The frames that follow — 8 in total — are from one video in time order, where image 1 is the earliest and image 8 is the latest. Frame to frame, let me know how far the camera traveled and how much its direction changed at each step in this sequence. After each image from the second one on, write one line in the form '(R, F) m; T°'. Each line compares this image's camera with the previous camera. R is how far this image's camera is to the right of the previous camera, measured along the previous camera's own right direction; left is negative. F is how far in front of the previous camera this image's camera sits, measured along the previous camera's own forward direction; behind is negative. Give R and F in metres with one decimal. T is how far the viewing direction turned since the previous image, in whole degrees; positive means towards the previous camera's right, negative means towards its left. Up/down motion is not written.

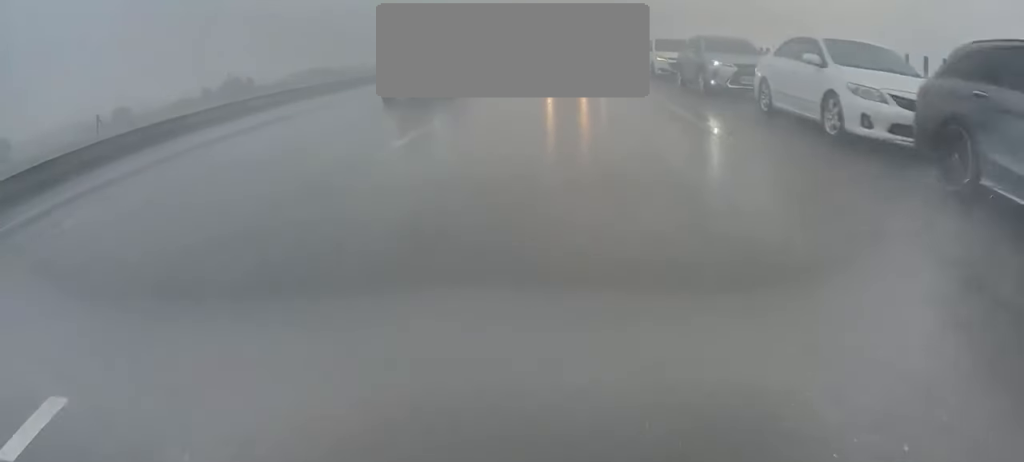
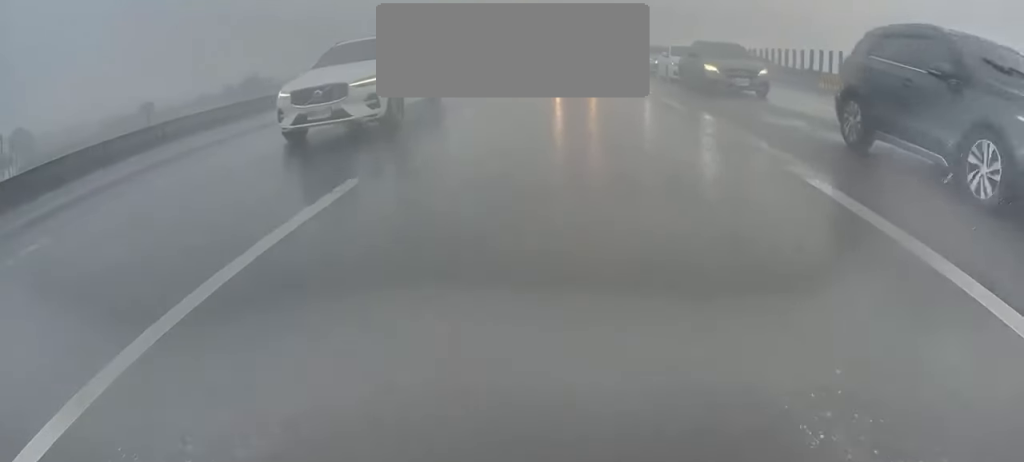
(0.0, +14.8) m; 0°
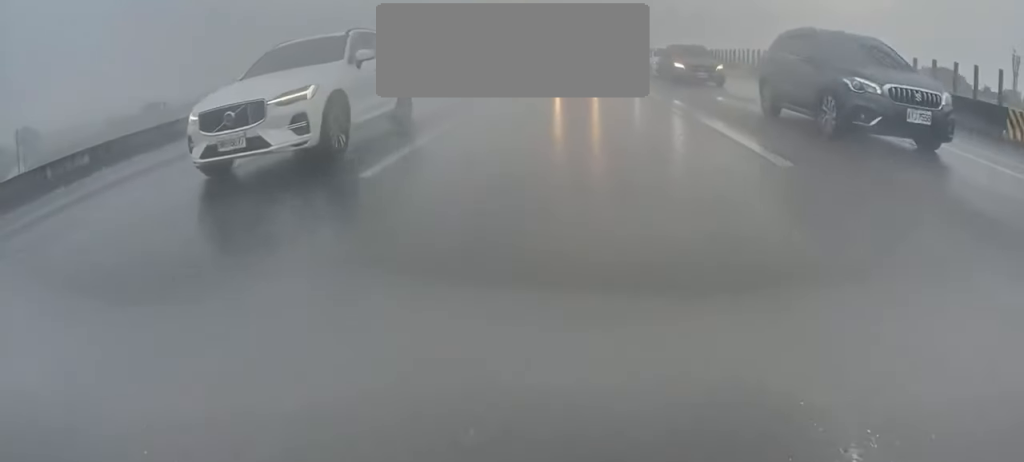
(0.0, +5.6) m; 0°
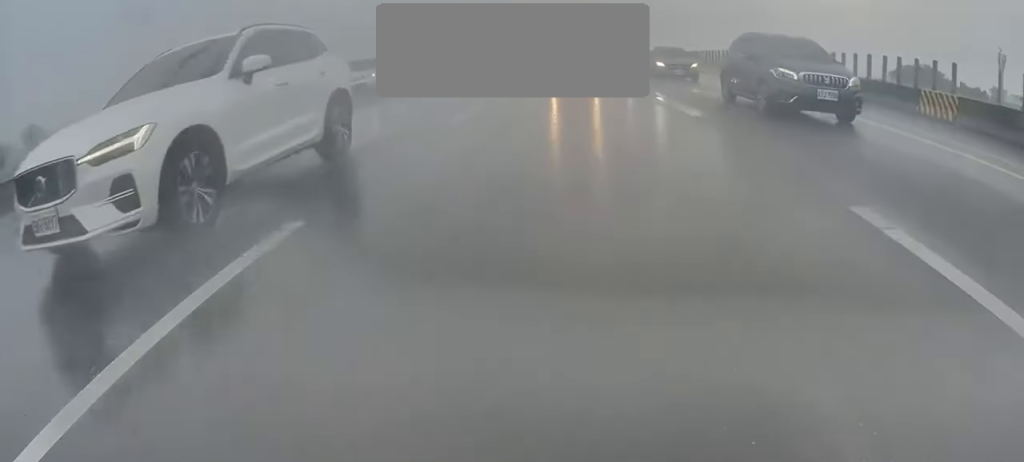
(0.0, +5.8) m; 0°
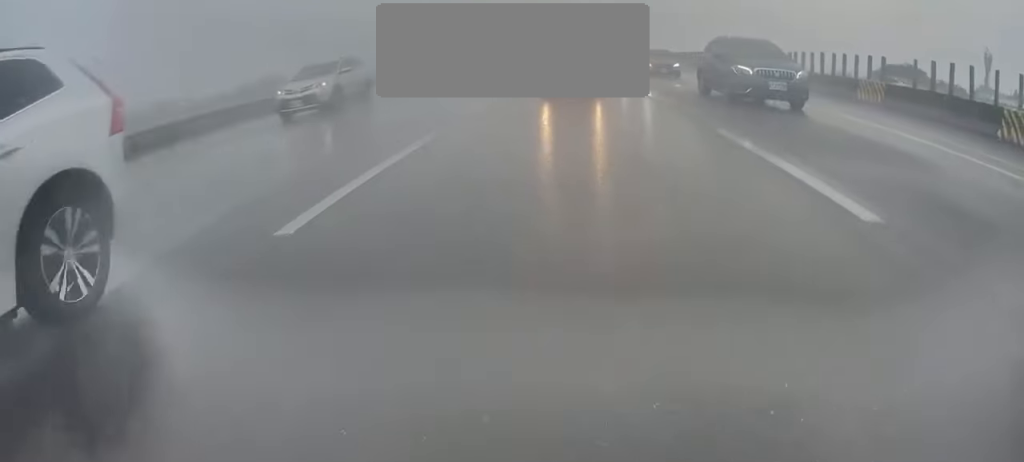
(0.0, +6.6) m; 0°
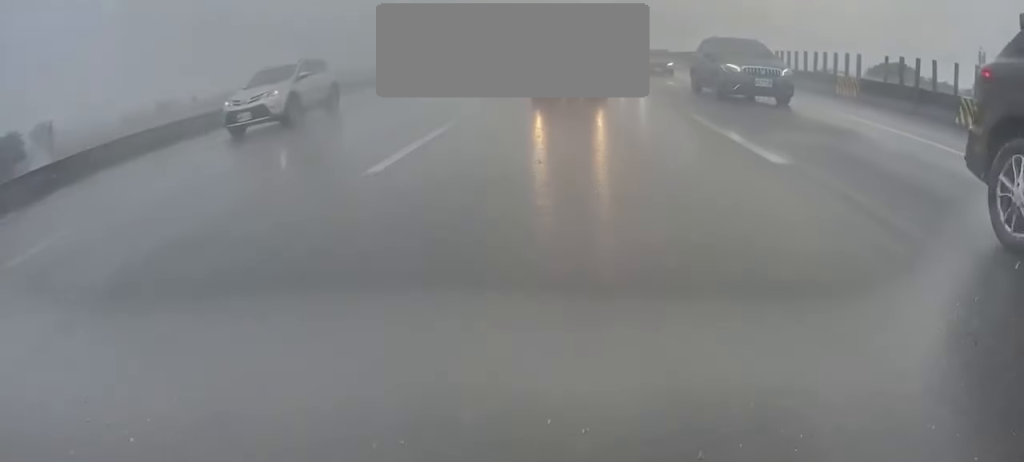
(0.0, +3.6) m; 0°
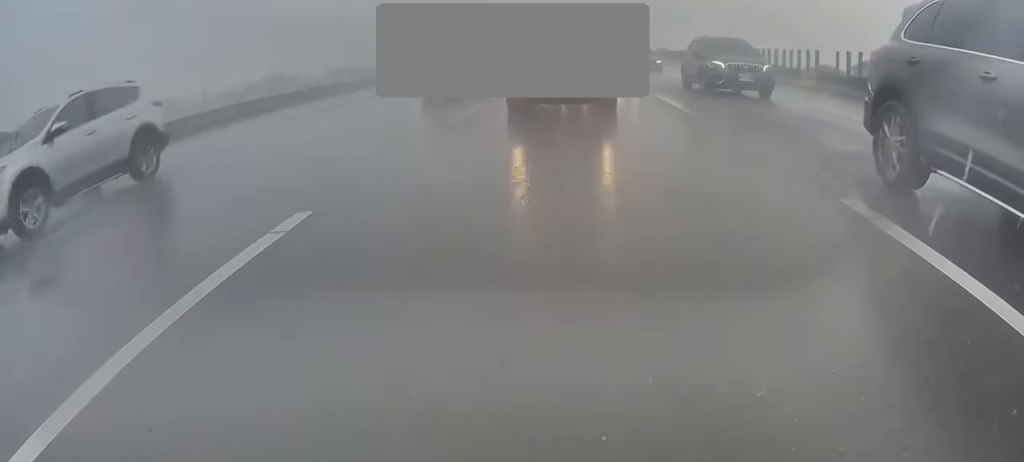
(0.0, +8.3) m; 0°
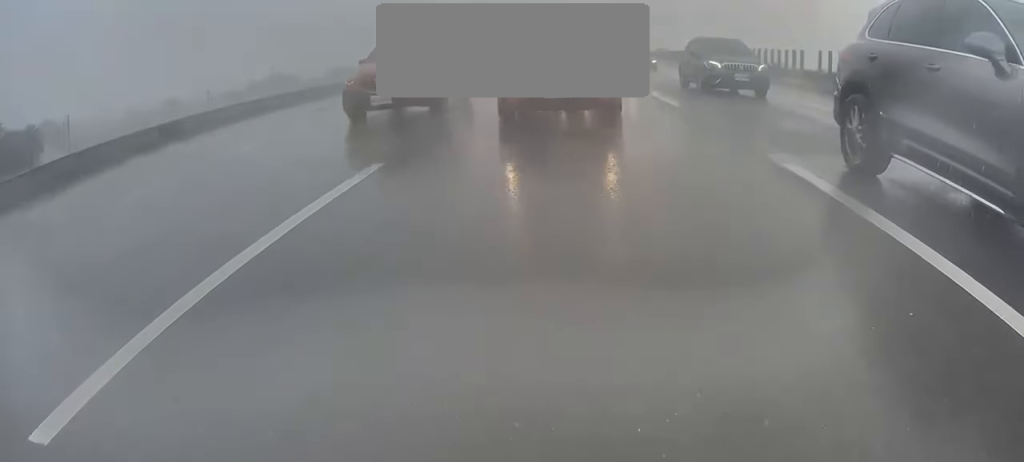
(0.0, +3.4) m; 0°
